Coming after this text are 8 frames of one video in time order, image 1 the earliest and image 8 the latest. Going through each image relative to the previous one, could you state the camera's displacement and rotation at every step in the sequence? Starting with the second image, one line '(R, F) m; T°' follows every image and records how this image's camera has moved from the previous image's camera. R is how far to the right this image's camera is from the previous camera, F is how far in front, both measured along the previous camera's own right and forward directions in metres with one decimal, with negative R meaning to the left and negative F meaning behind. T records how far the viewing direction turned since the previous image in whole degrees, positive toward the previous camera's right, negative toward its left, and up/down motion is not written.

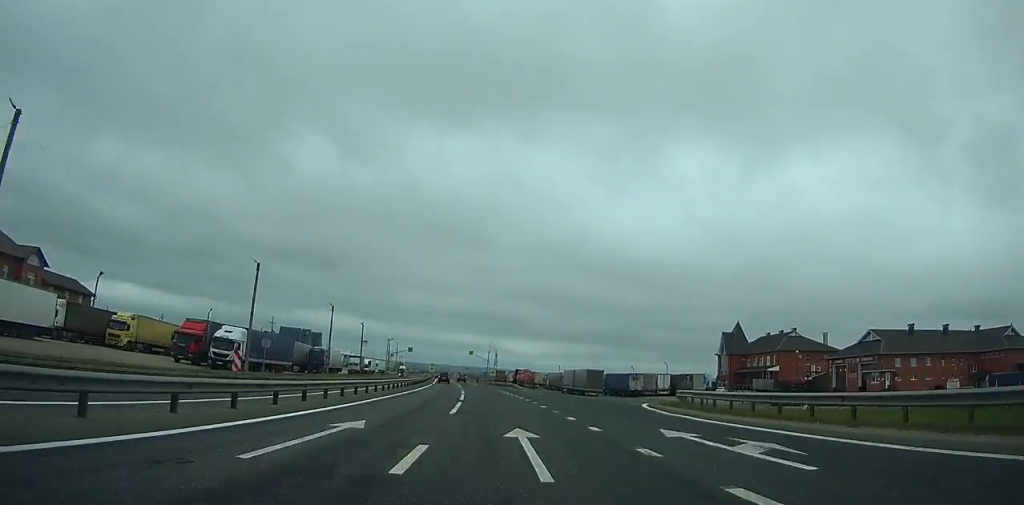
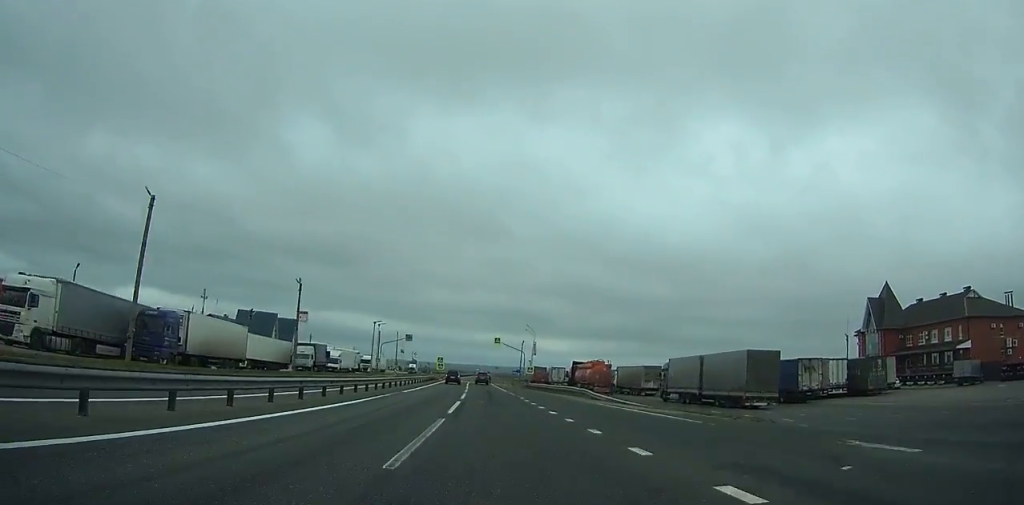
(-2.2, +46.8) m; -3°
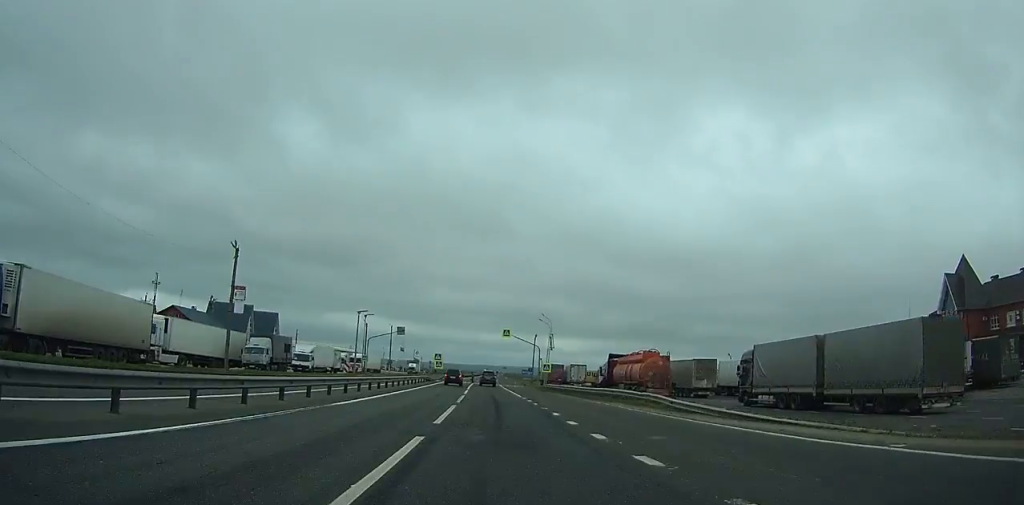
(-0.3, +18.4) m; -1°
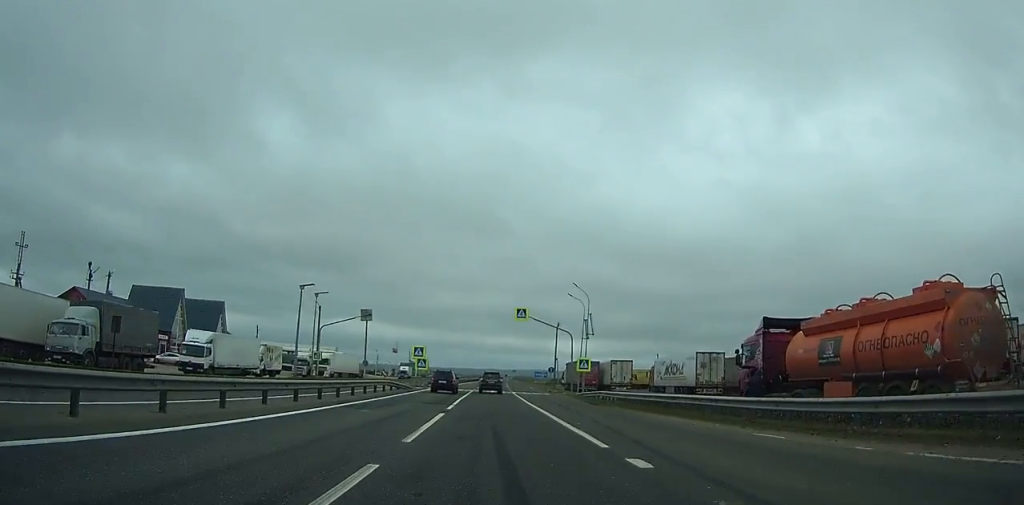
(-0.4, +33.1) m; -1°
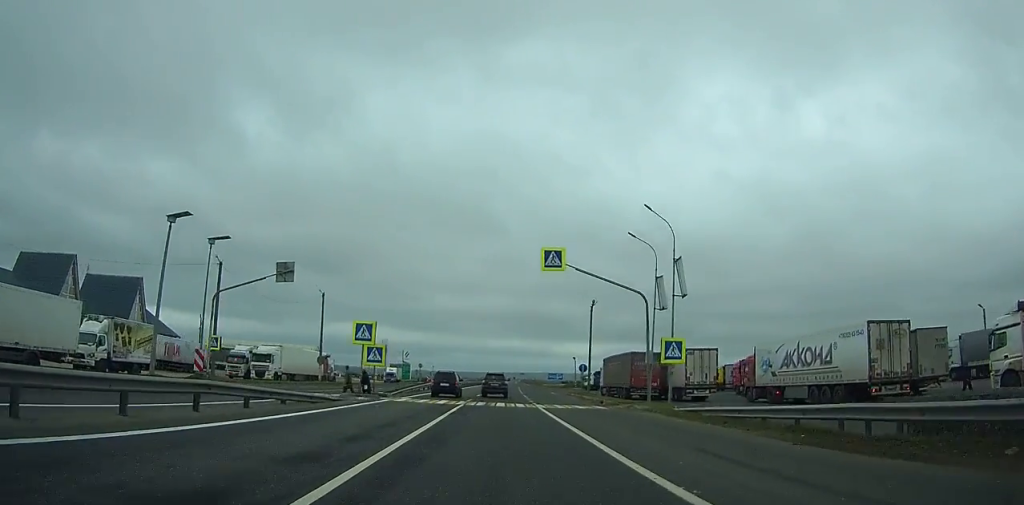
(-0.2, +29.3) m; 0°
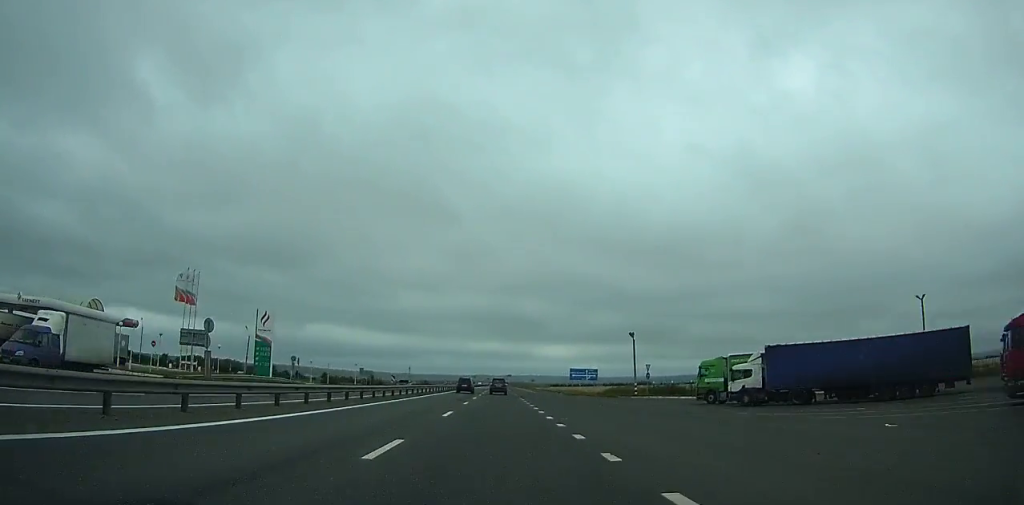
(+1.4, +83.2) m; +2°
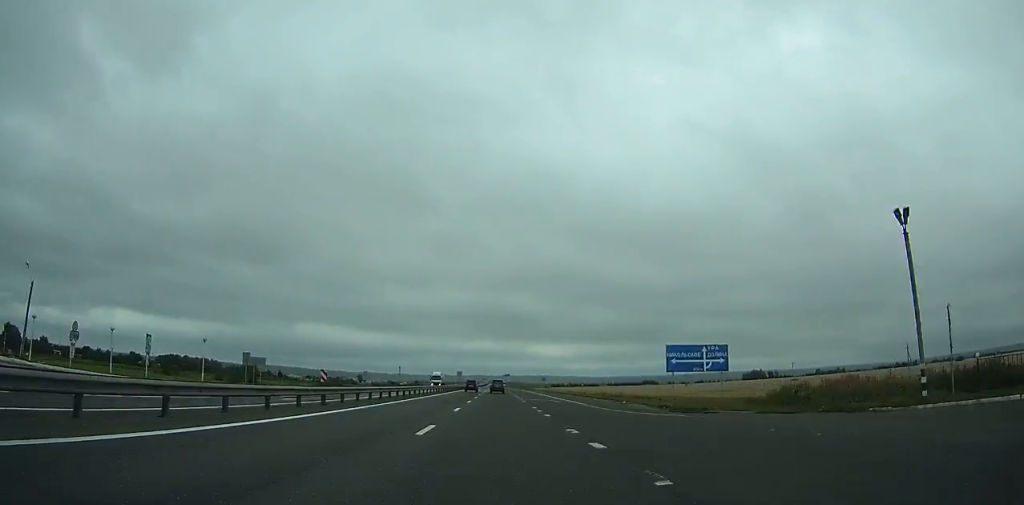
(+0.3, +51.6) m; 0°
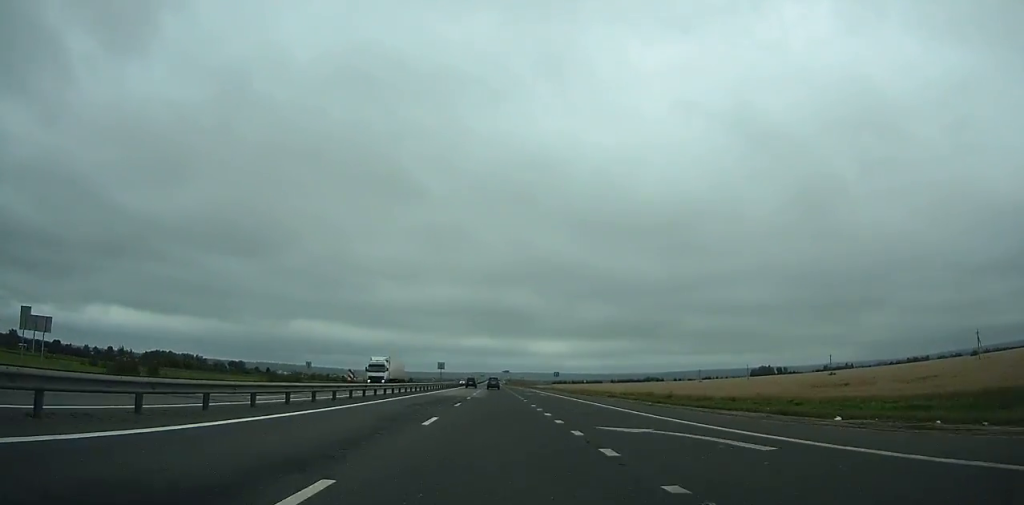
(+0.1, +32.1) m; 0°
